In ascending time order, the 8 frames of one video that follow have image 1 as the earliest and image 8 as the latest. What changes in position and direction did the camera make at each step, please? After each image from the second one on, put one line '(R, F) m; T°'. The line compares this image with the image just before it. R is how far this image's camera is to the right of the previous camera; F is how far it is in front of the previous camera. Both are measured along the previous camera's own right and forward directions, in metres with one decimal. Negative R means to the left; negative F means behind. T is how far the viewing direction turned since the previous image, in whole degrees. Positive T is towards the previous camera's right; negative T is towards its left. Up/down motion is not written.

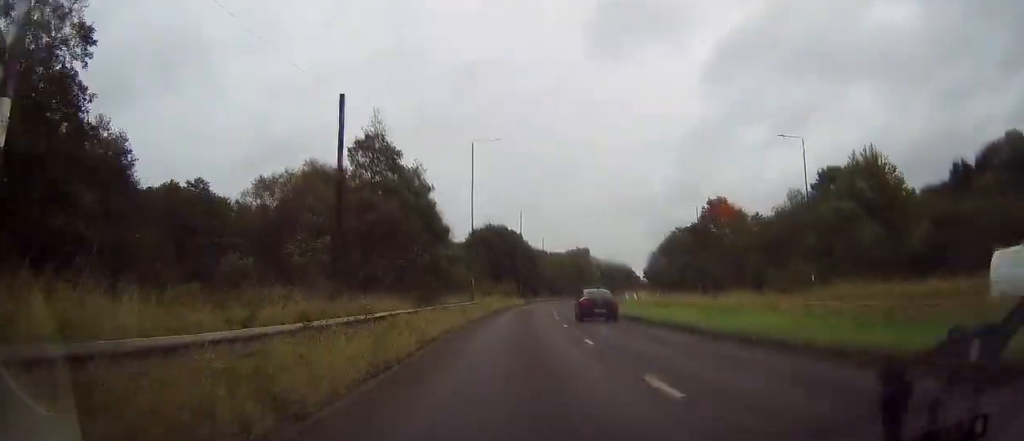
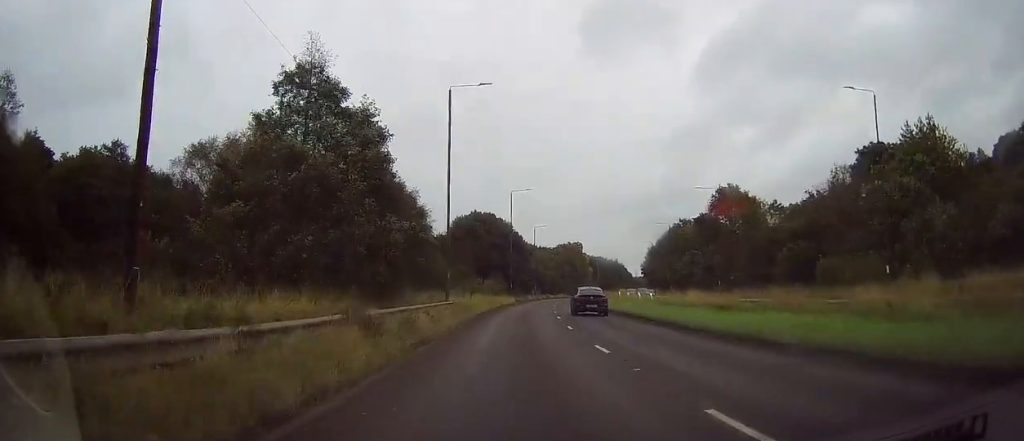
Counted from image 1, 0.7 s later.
(0.0, +12.4) m; +1°
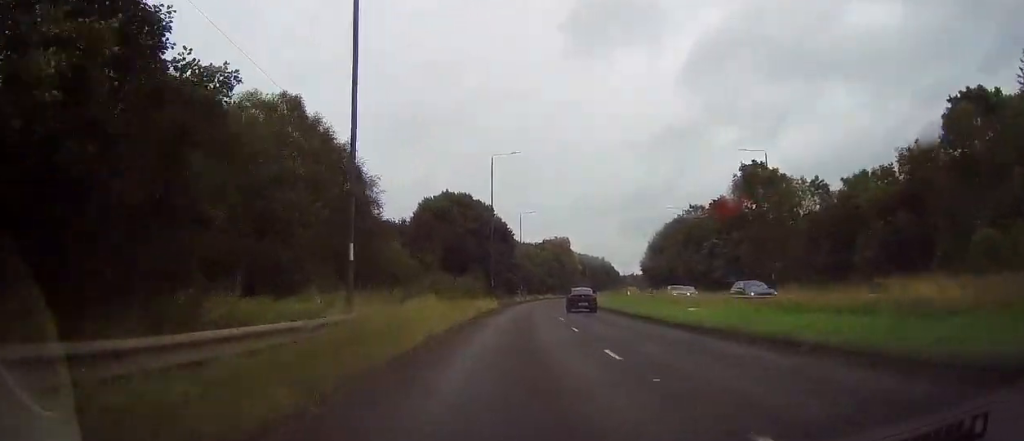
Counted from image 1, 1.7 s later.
(+0.3, +19.7) m; 0°
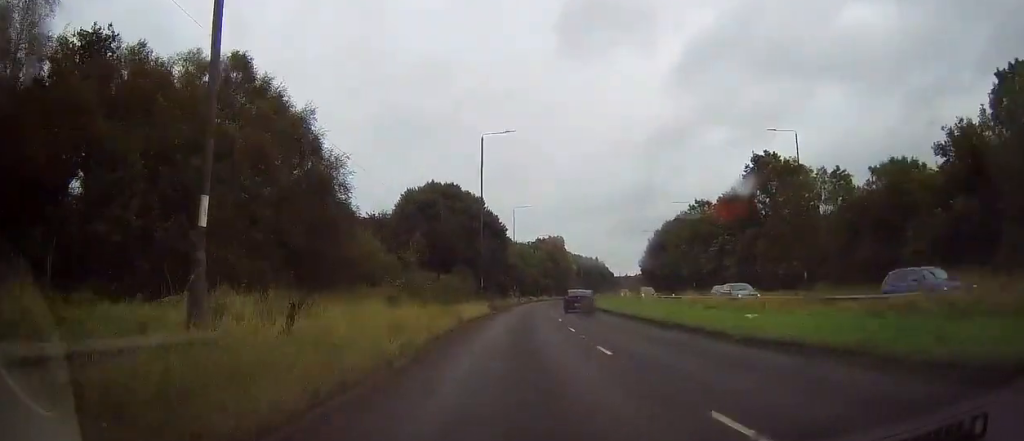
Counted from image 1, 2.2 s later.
(-0.3, +8.0) m; +1°
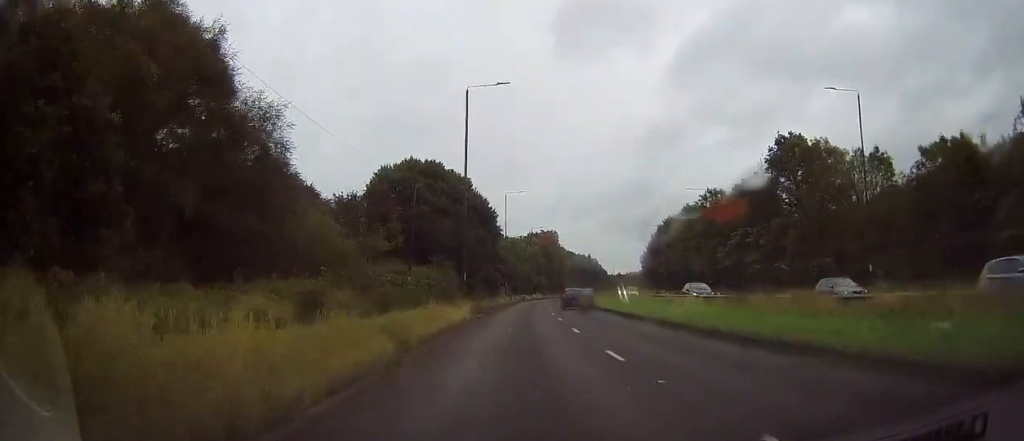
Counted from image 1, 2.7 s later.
(0.0, +10.5) m; +1°
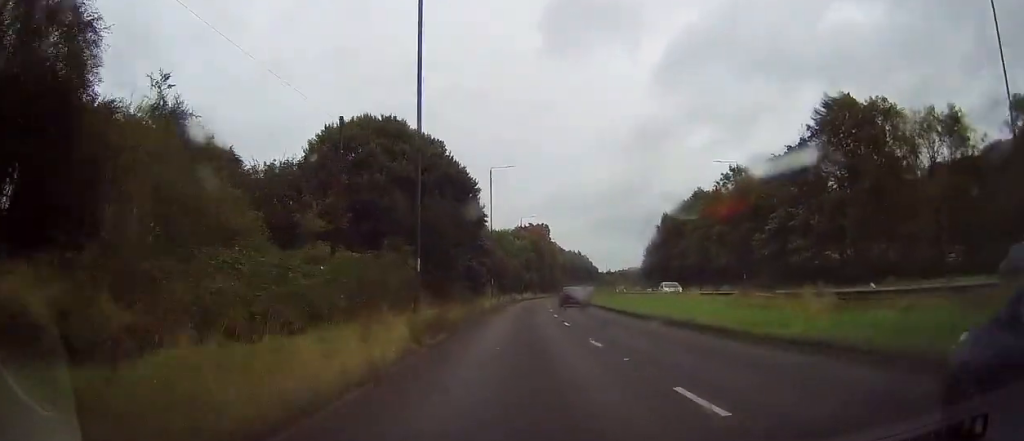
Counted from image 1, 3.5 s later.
(+0.7, +15.0) m; +3°
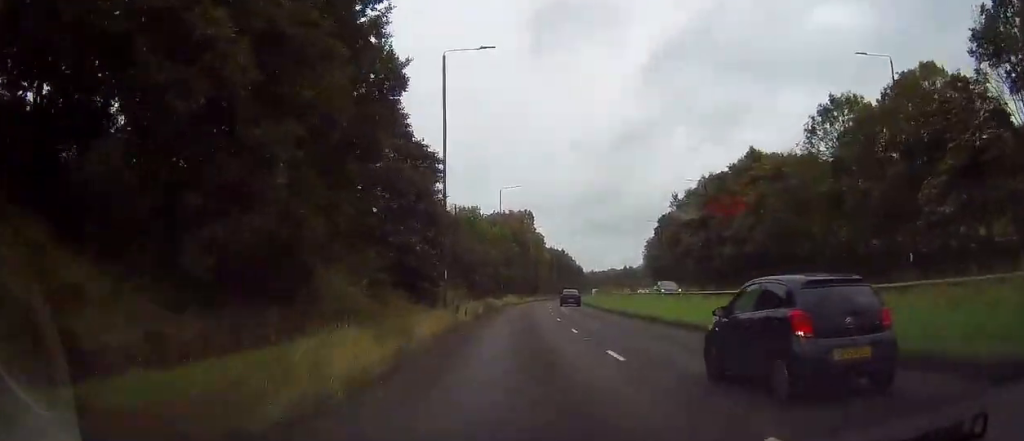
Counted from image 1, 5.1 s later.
(0.0, +30.5) m; +1°
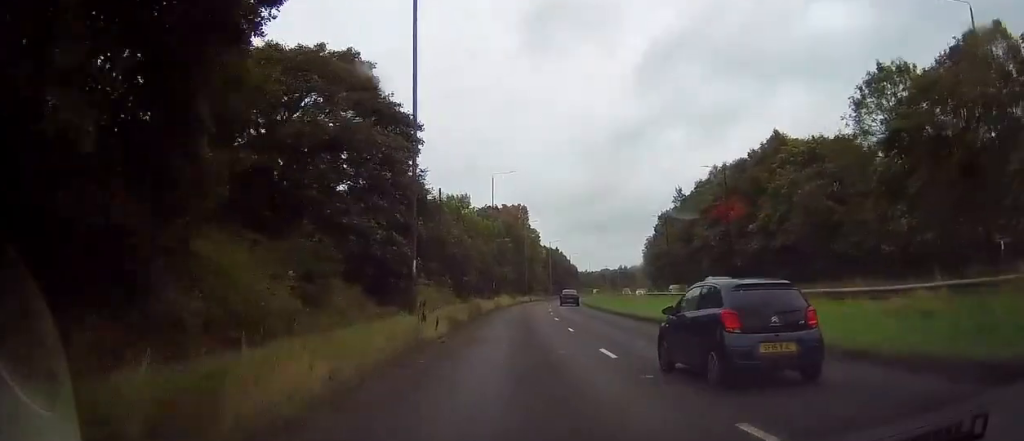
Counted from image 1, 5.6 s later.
(-0.1, +8.3) m; +1°
